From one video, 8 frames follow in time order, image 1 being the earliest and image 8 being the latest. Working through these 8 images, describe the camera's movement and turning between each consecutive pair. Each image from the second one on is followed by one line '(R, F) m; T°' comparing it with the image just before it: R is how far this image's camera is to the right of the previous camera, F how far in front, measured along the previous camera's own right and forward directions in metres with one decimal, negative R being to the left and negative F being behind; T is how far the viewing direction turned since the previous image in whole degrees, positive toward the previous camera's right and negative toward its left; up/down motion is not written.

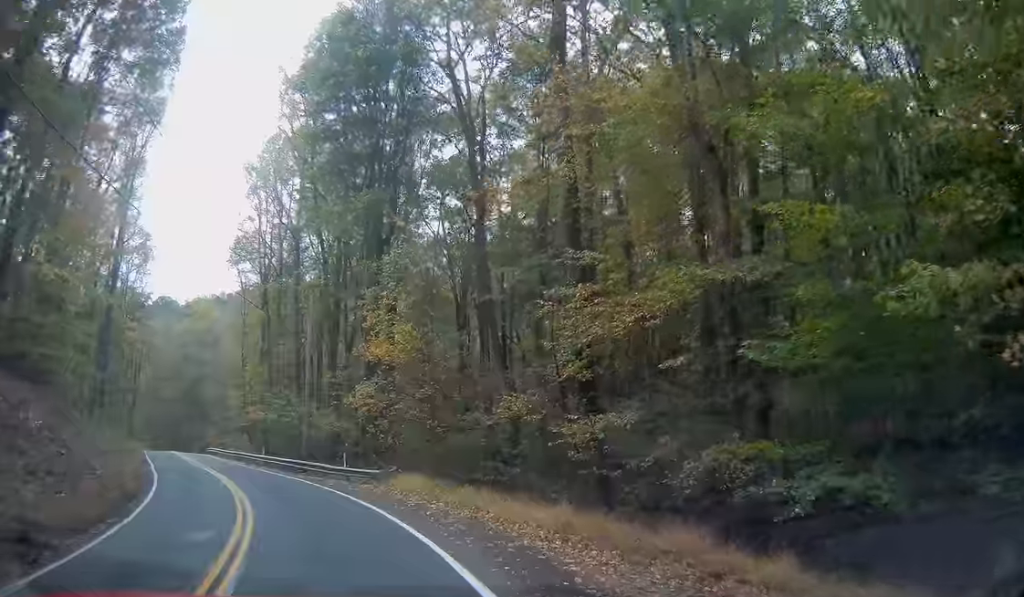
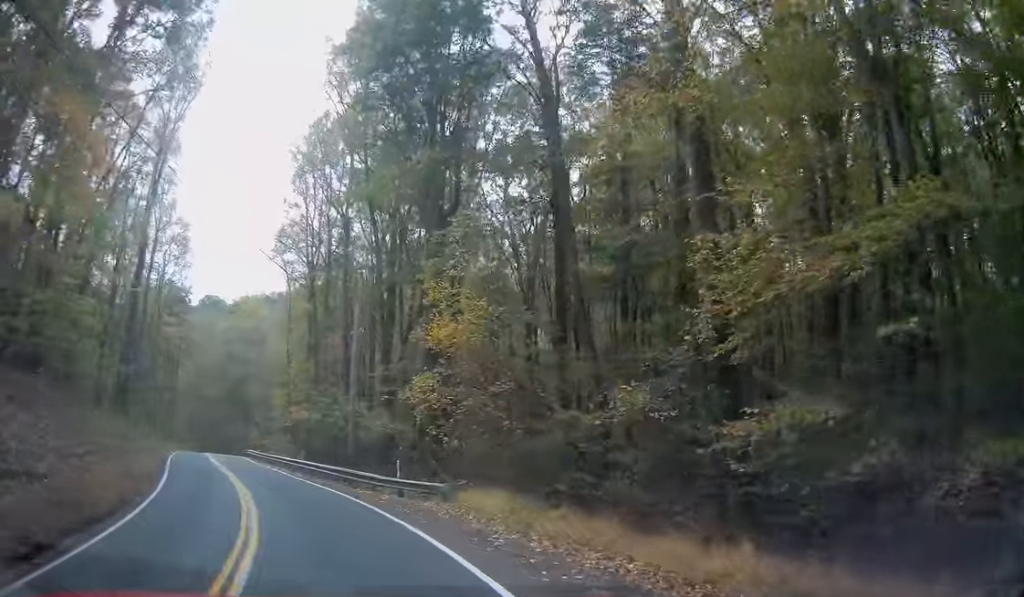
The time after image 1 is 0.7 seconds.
(0.0, +4.8) m; -4°
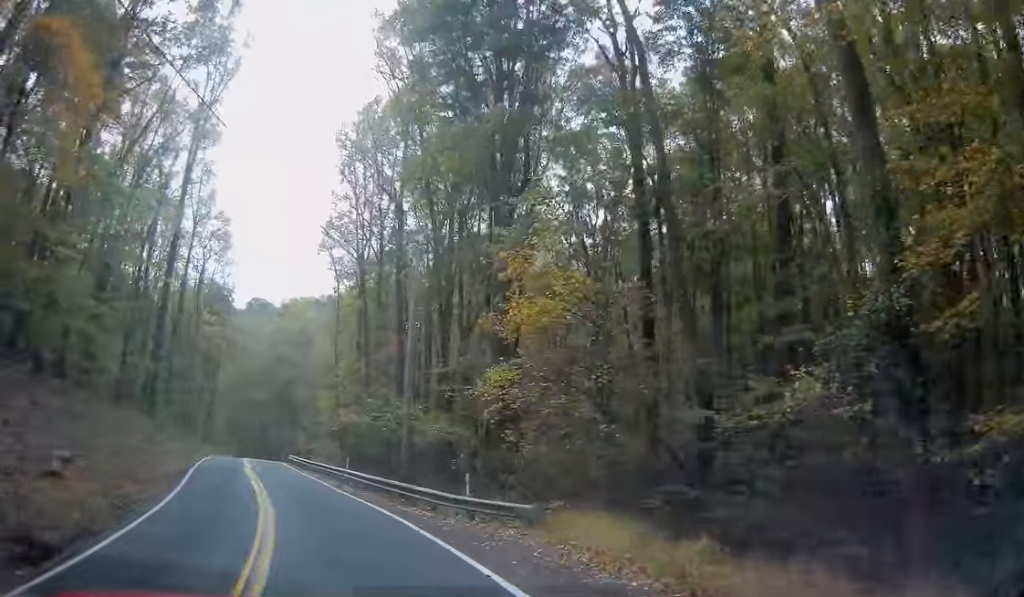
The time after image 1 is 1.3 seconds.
(-0.2, +3.8) m; -4°
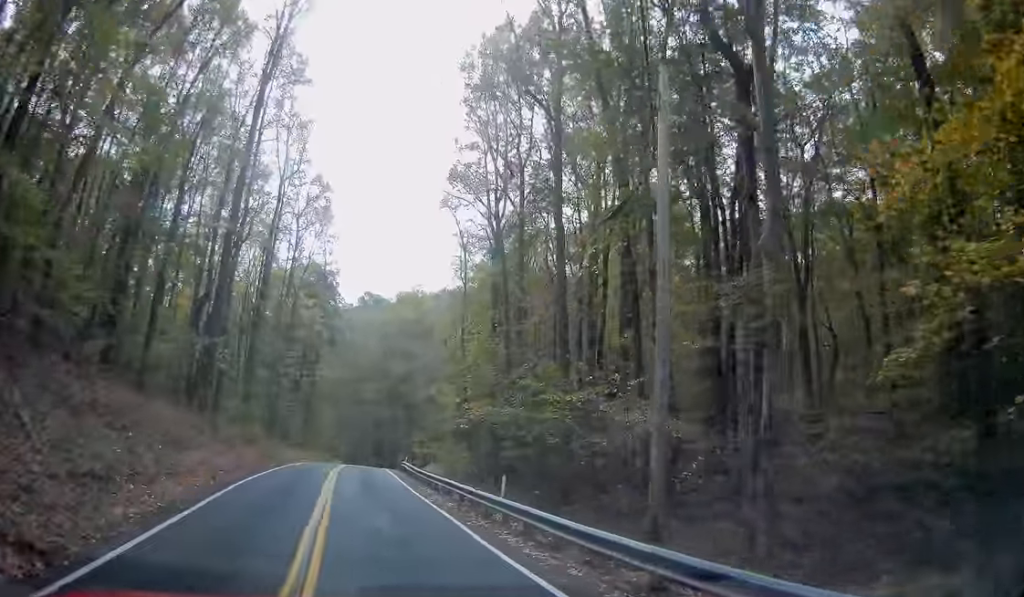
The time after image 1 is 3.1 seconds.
(-1.1, +11.5) m; -10°
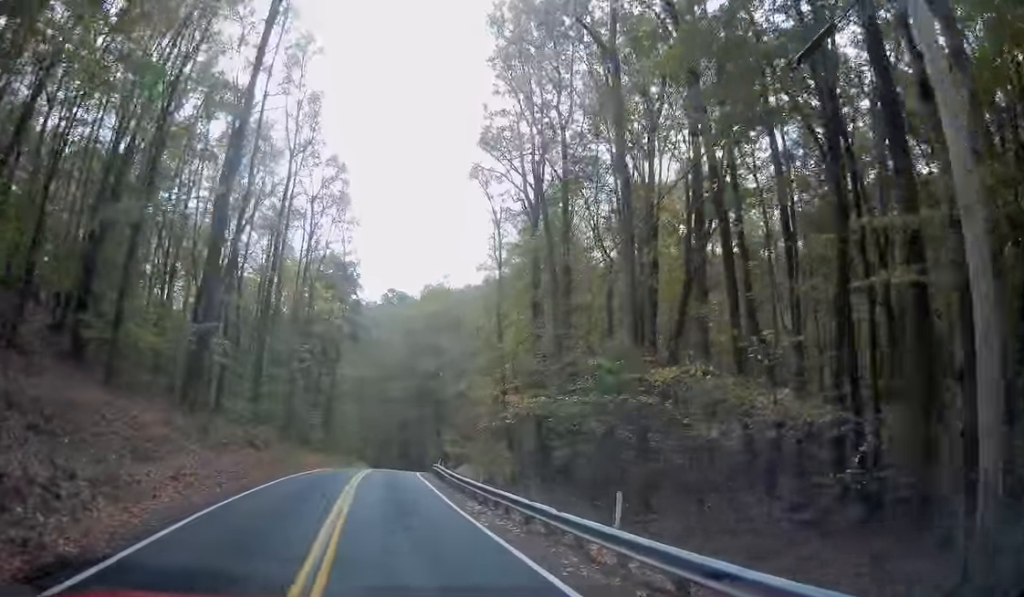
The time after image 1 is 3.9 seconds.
(-0.2, +5.5) m; -4°
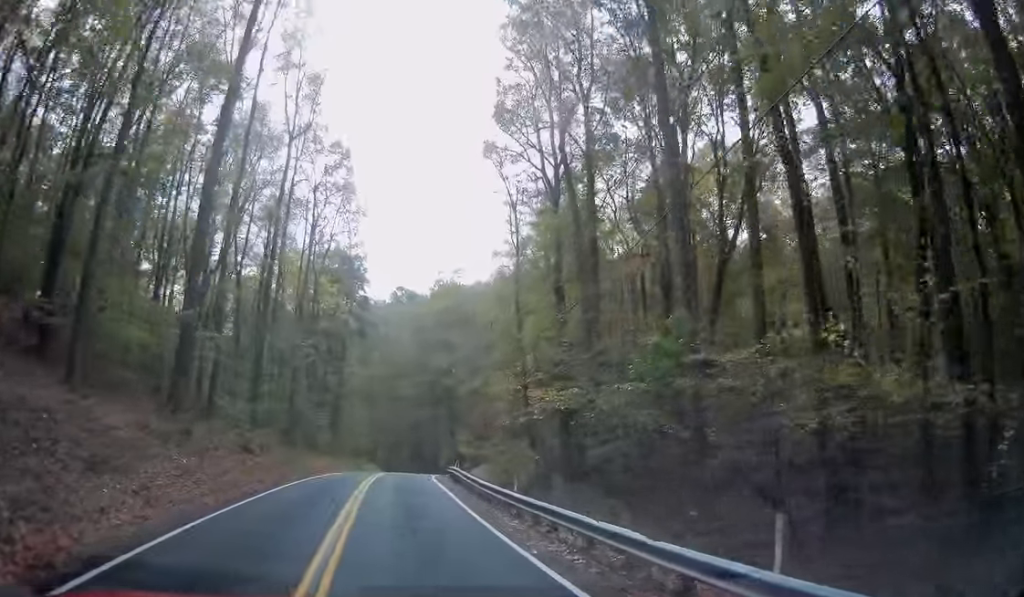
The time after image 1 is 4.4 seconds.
(-0.1, +3.5) m; -3°
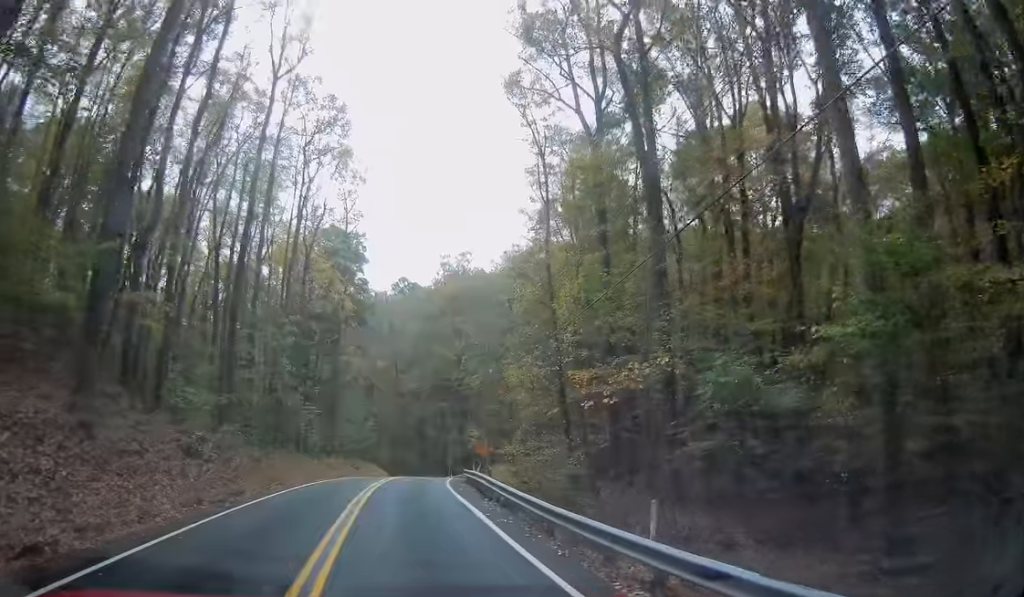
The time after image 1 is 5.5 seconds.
(-0.5, +8.0) m; -2°
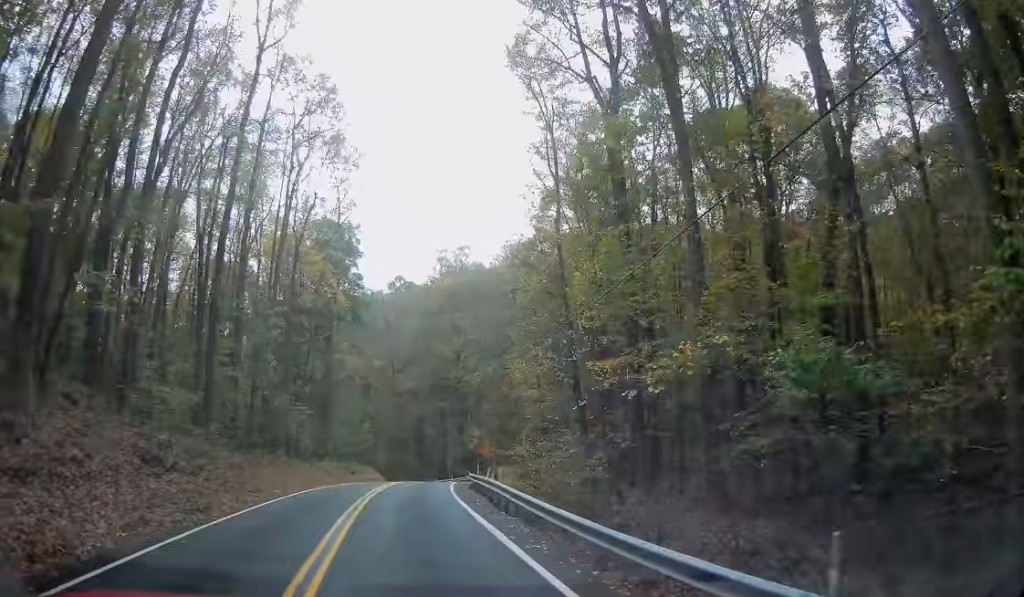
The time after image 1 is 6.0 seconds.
(+0.1, +3.2) m; +1°
